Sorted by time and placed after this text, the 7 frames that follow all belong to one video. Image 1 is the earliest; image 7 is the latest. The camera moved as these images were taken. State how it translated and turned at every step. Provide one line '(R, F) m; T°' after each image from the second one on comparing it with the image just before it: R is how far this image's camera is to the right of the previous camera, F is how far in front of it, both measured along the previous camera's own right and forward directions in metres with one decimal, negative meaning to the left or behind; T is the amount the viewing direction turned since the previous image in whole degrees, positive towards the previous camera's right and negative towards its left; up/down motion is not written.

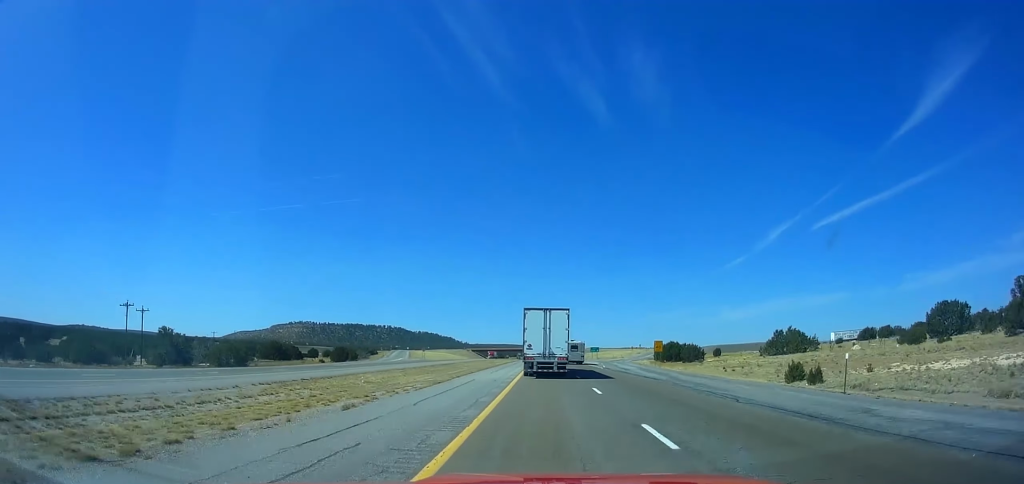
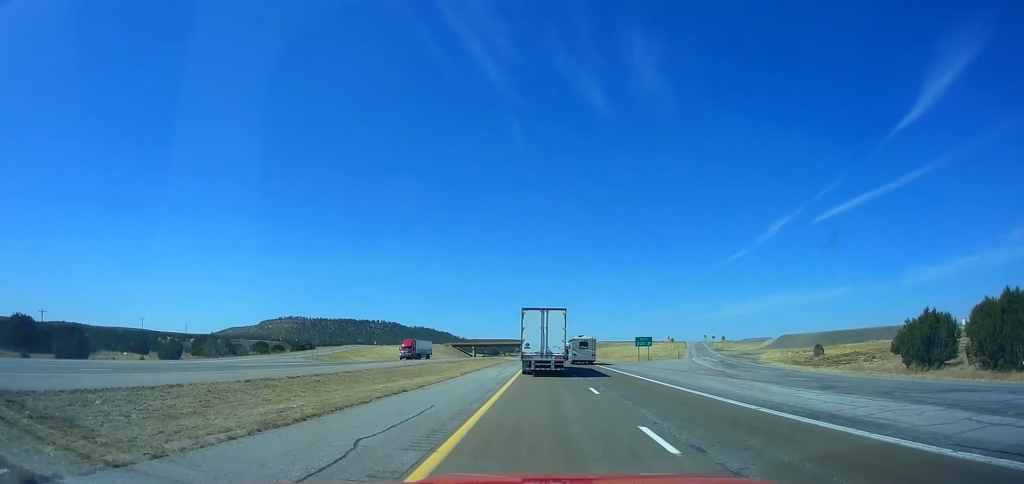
(-0.2, +86.2) m; 0°
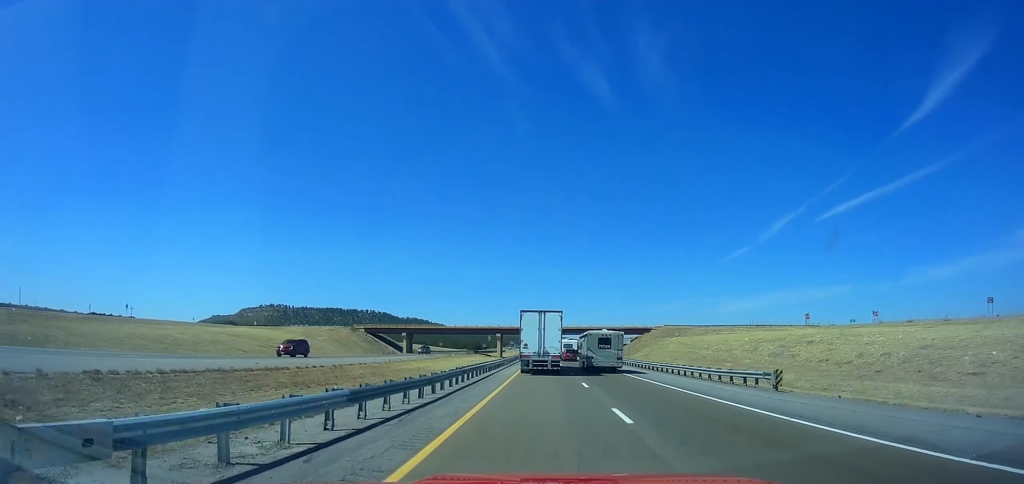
(0.0, +154.0) m; 0°
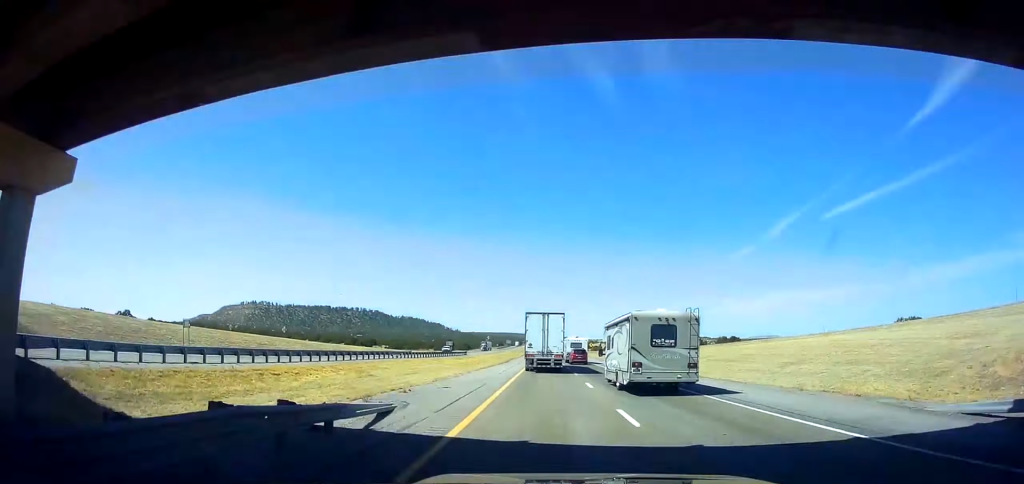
(+0.3, +146.1) m; 0°
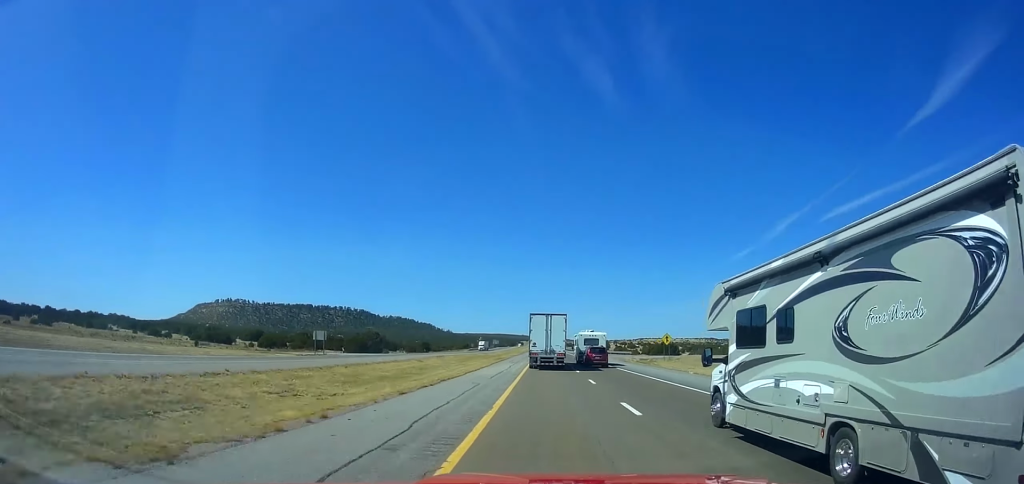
(-0.1, +131.9) m; 0°
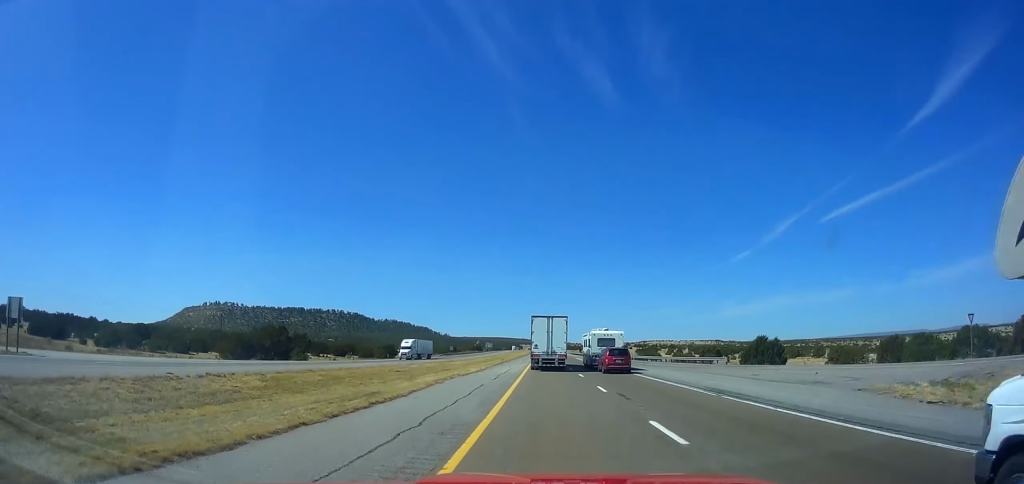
(0.0, +65.3) m; 0°
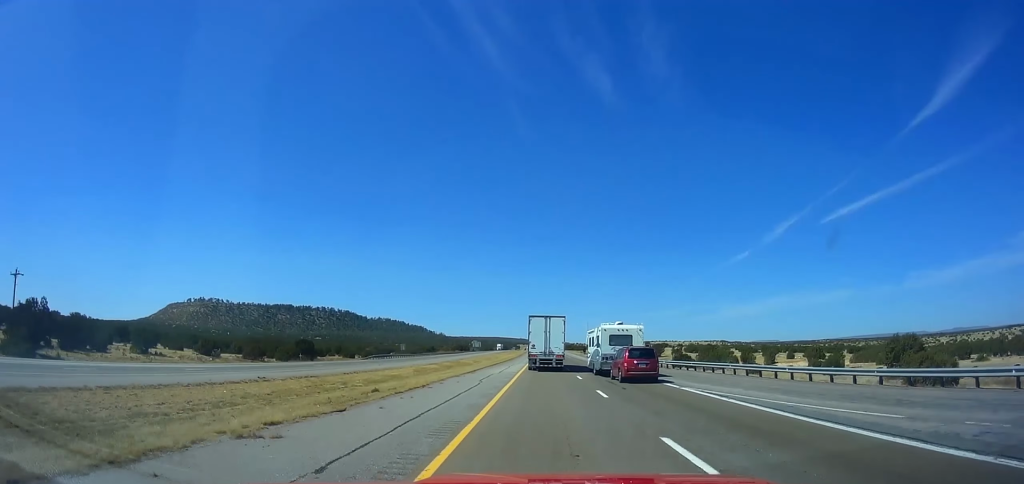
(0.0, +75.2) m; 0°
